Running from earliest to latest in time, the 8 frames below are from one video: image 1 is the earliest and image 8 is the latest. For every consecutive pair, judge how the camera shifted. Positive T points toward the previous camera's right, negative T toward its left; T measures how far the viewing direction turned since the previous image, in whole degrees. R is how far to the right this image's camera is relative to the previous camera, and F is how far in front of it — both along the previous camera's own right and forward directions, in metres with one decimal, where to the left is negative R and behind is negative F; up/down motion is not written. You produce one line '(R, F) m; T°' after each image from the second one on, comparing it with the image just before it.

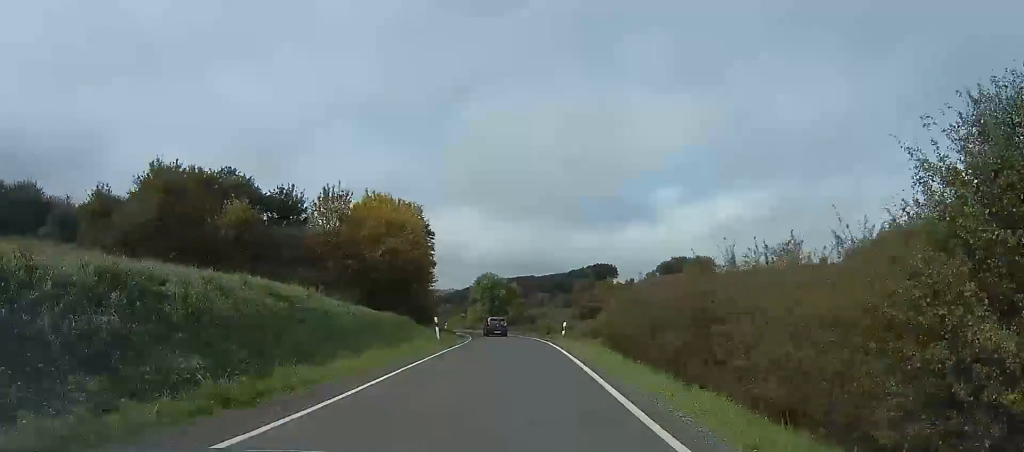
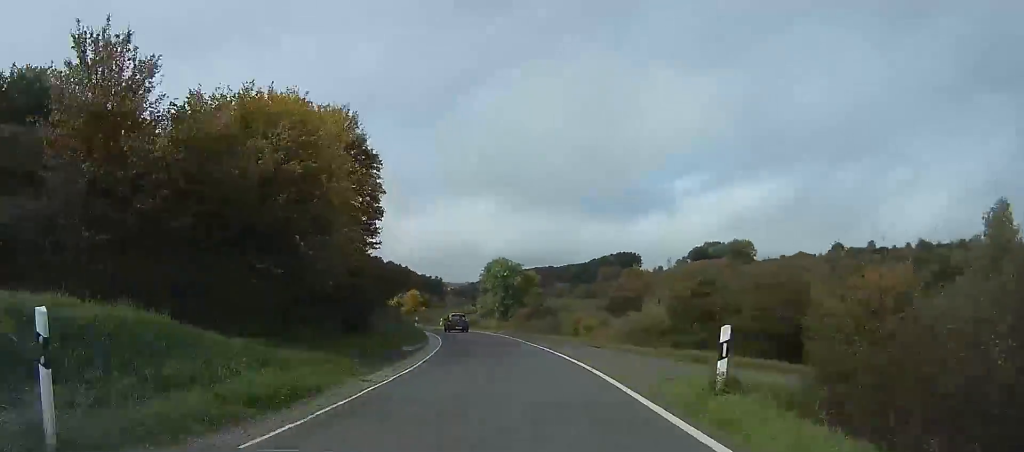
(0.0, +20.6) m; -4°
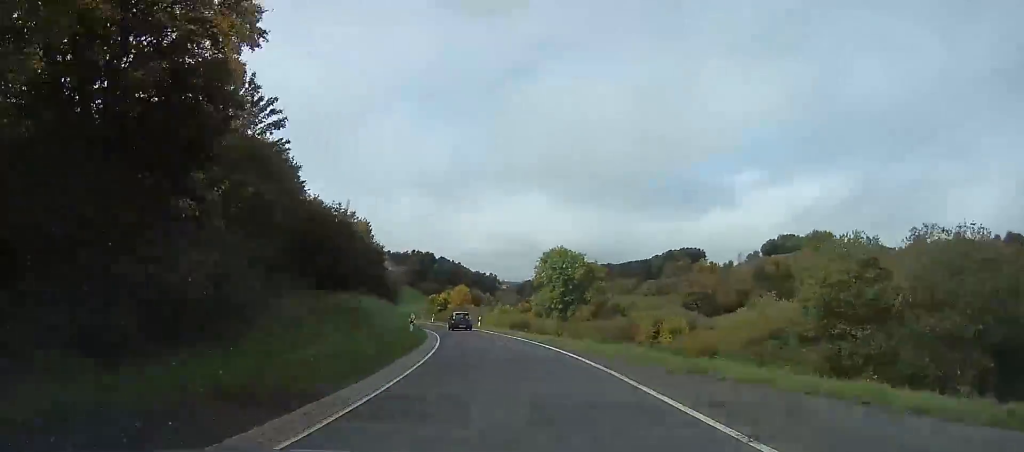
(-0.2, +16.5) m; -7°
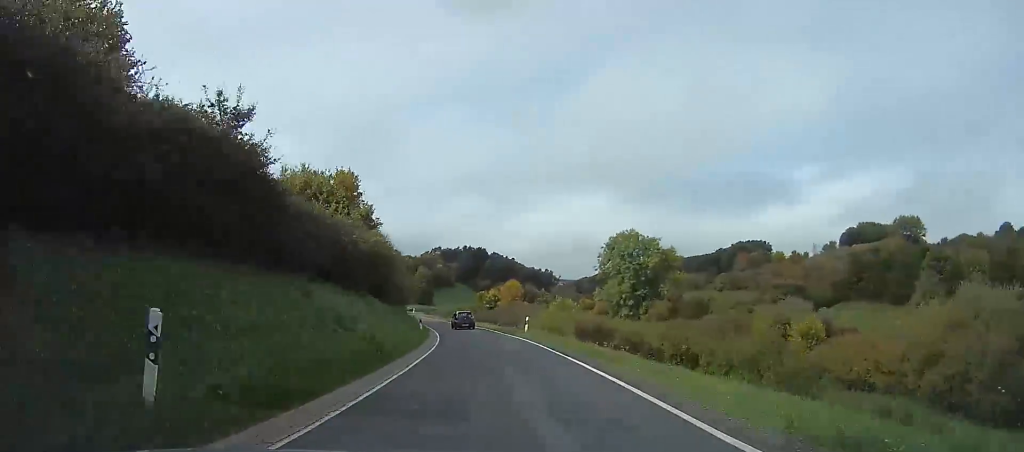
(-2.3, +17.0) m; -8°
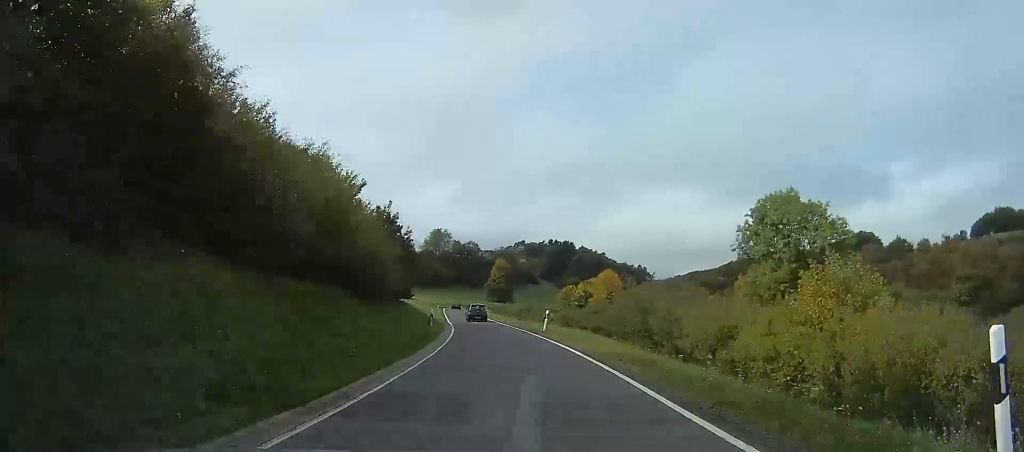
(-0.1, +26.8) m; +2°
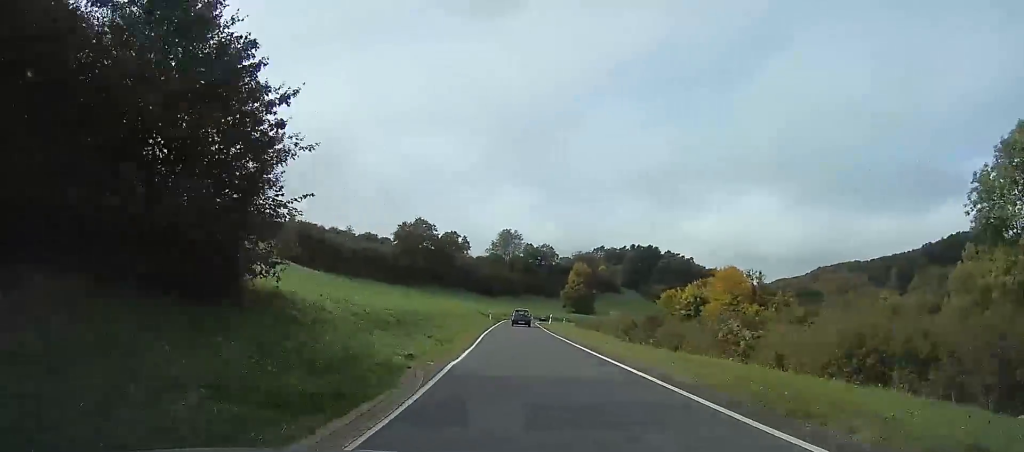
(+0.9, +26.4) m; +2°
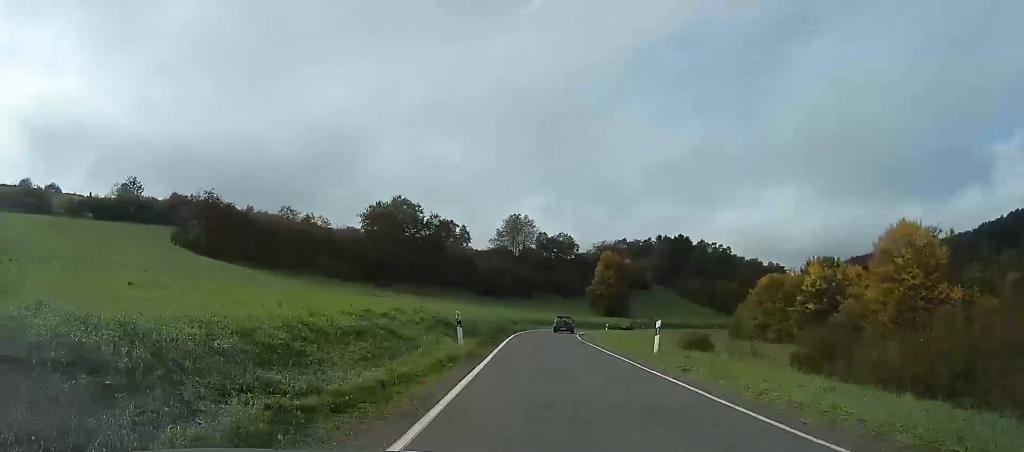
(+0.1, +33.6) m; 0°
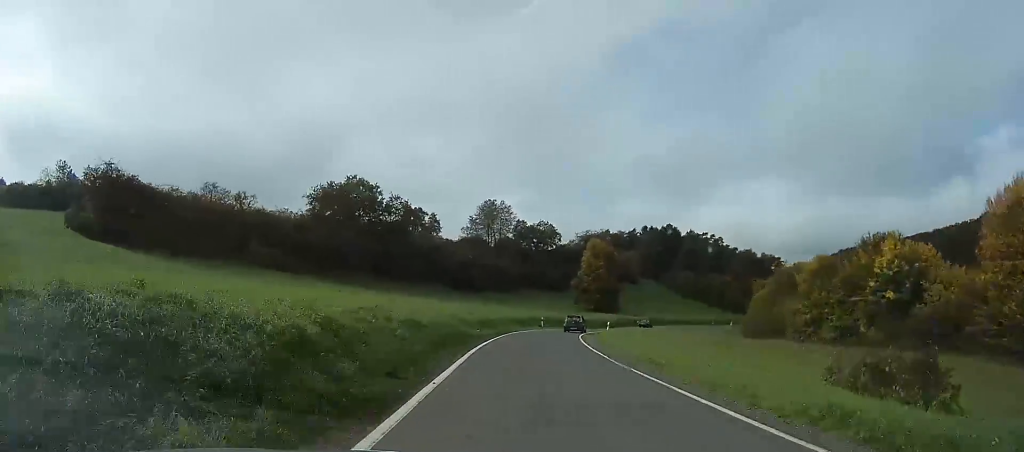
(0.0, +14.5) m; 0°
